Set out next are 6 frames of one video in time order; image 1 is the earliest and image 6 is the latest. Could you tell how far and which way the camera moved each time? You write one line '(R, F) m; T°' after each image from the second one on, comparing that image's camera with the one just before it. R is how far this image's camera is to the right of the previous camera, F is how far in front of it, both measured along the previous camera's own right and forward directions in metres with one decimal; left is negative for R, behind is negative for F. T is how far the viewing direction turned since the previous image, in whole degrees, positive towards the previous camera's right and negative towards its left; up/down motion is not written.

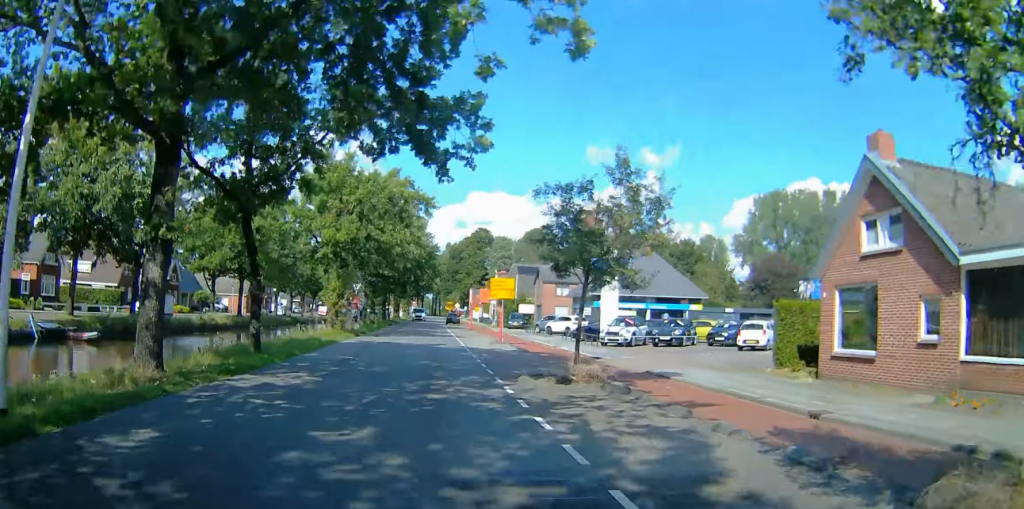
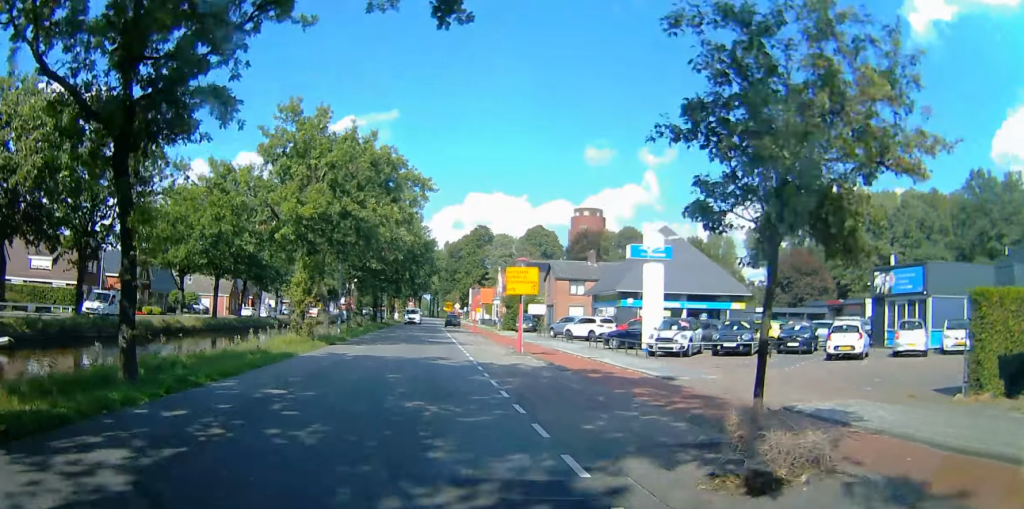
(0.0, +8.5) m; 0°
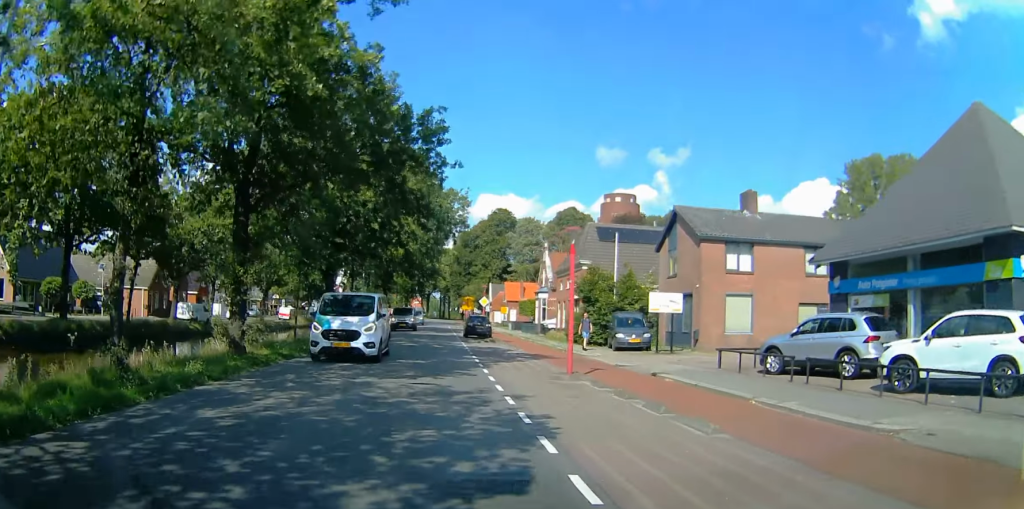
(0.0, +33.0) m; 0°
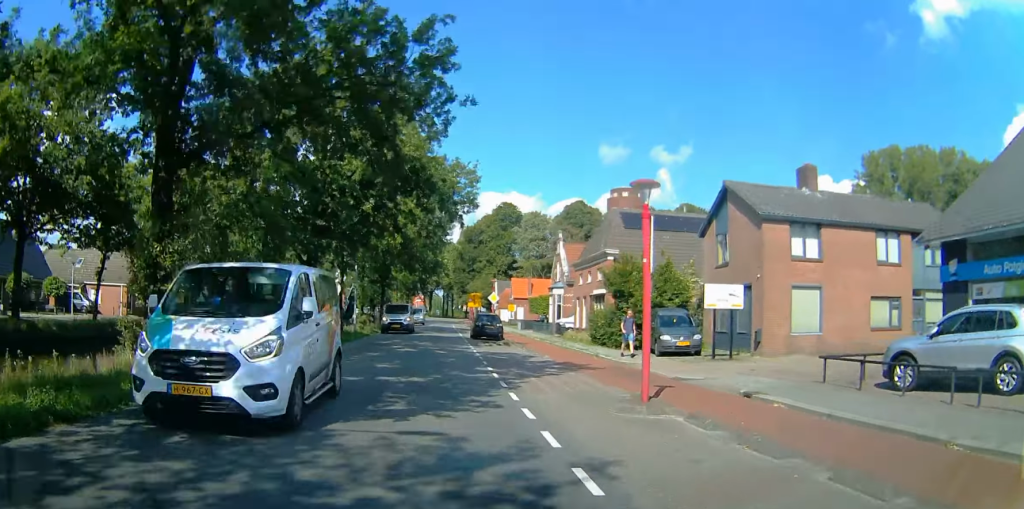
(0.0, +5.8) m; 0°
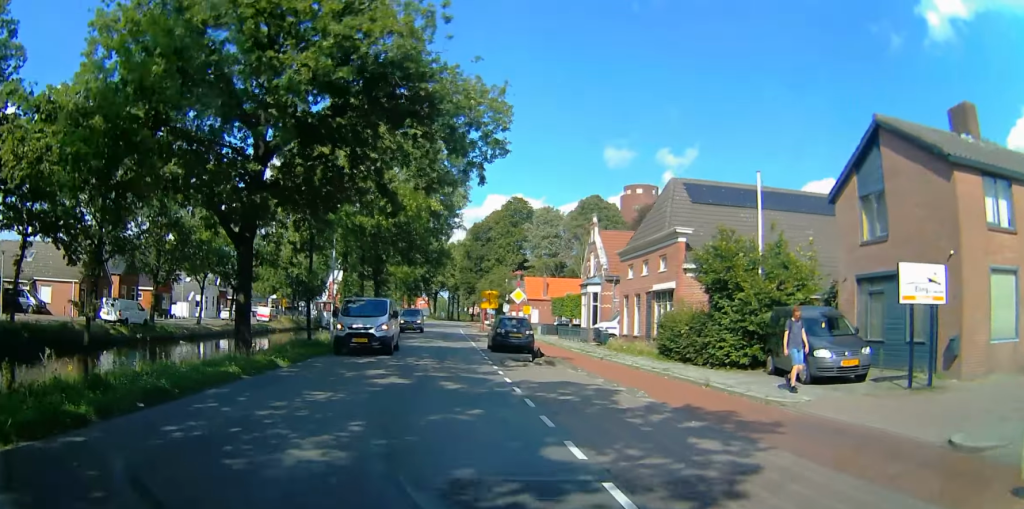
(0.0, +10.6) m; 0°
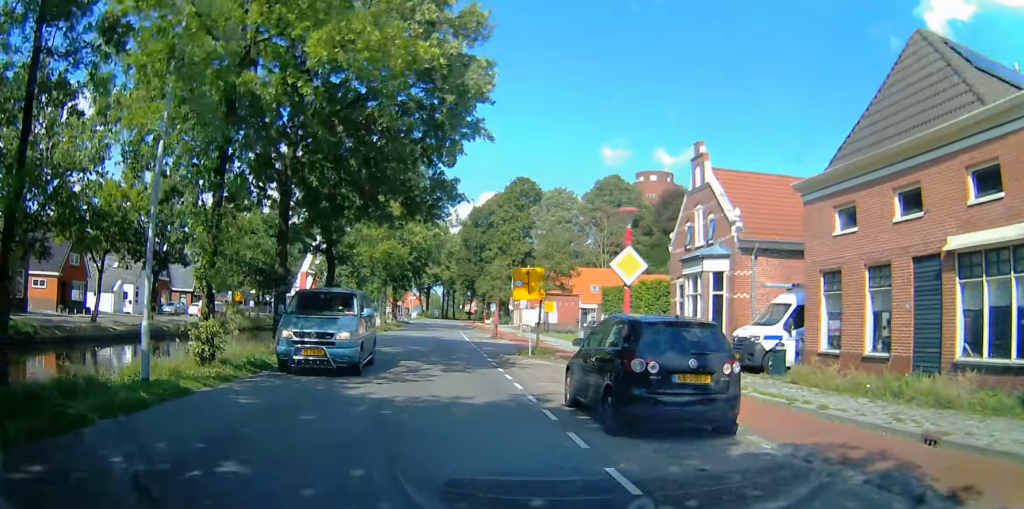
(0.0, +19.6) m; 0°
